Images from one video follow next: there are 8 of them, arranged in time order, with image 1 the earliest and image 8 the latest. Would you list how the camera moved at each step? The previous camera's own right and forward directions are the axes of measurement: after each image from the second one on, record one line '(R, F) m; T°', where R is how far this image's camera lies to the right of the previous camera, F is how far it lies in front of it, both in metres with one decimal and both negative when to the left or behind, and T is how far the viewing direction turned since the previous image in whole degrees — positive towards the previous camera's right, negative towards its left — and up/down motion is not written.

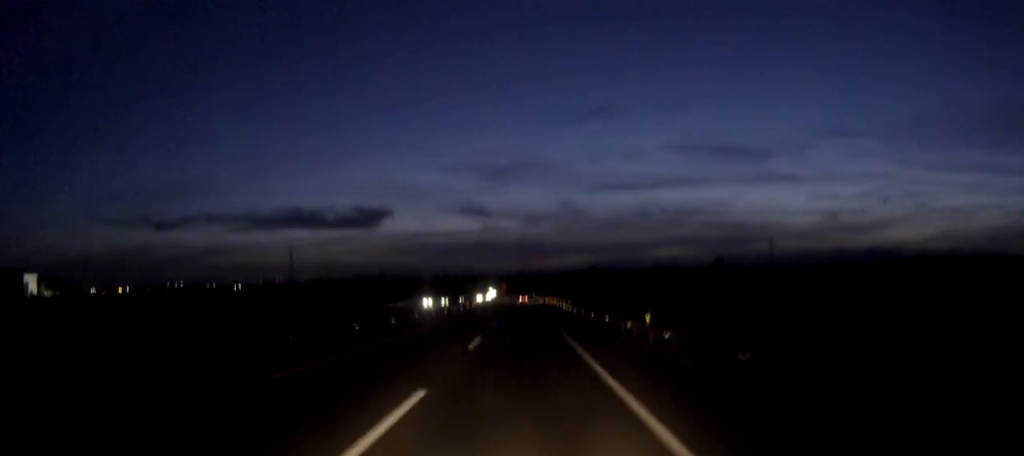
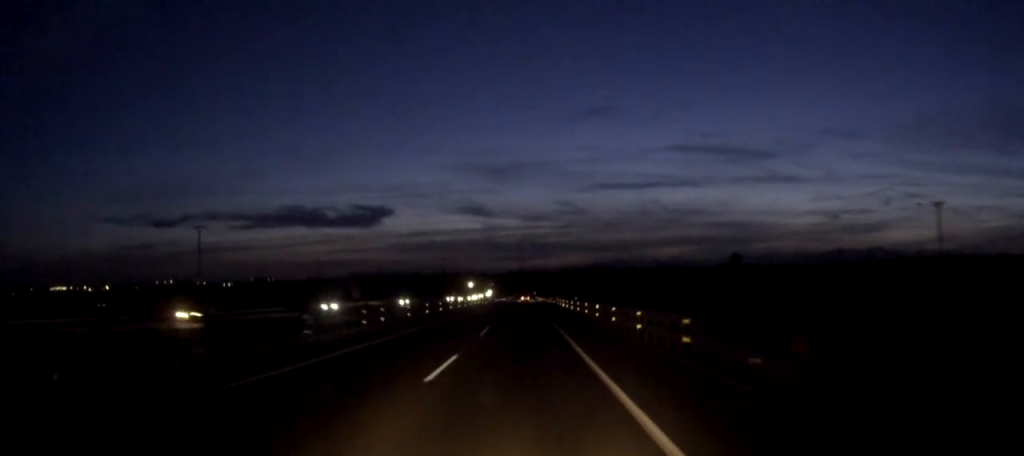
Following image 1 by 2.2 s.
(-0.1, +62.0) m; 0°
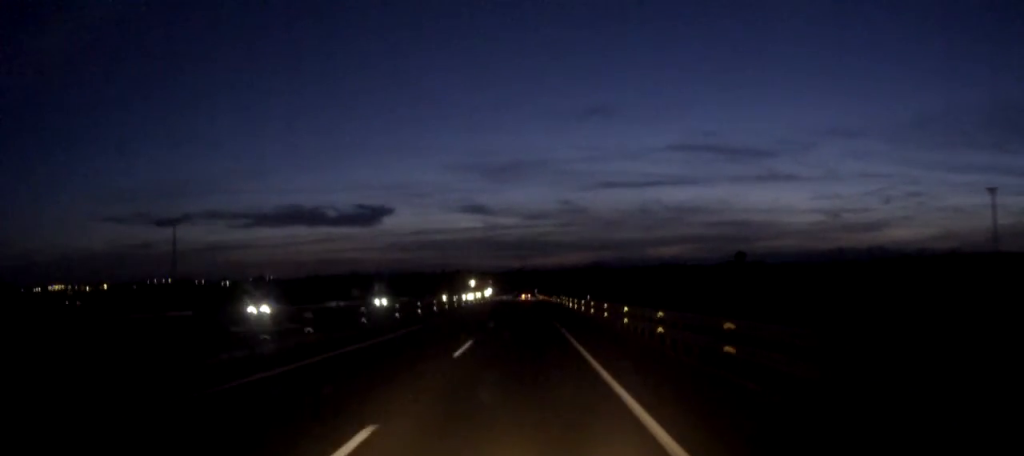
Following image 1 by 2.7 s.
(0.0, +12.0) m; 0°
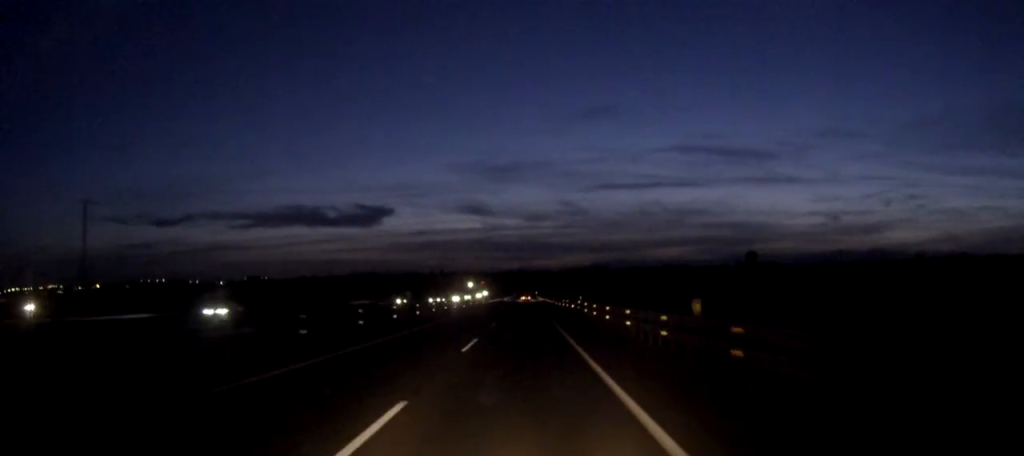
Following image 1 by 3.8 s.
(0.0, +32.5) m; 0°
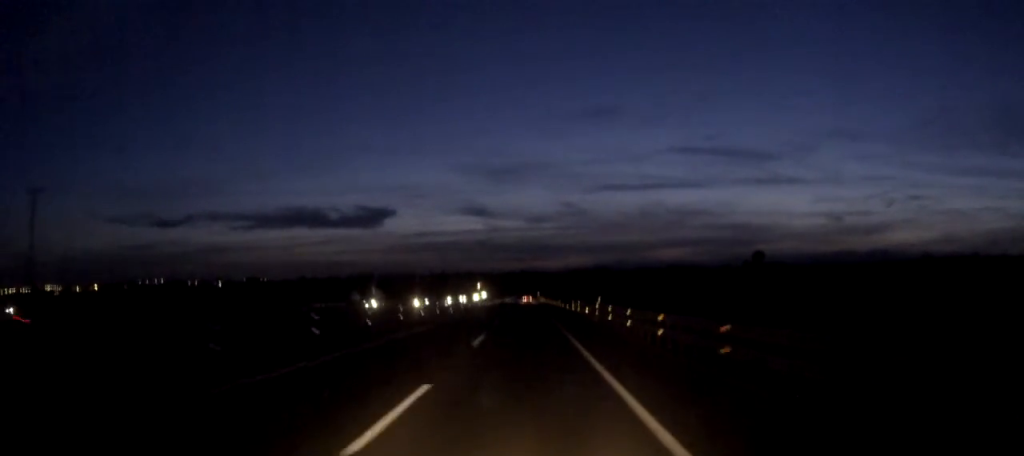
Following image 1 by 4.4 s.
(0.0, +14.8) m; 0°
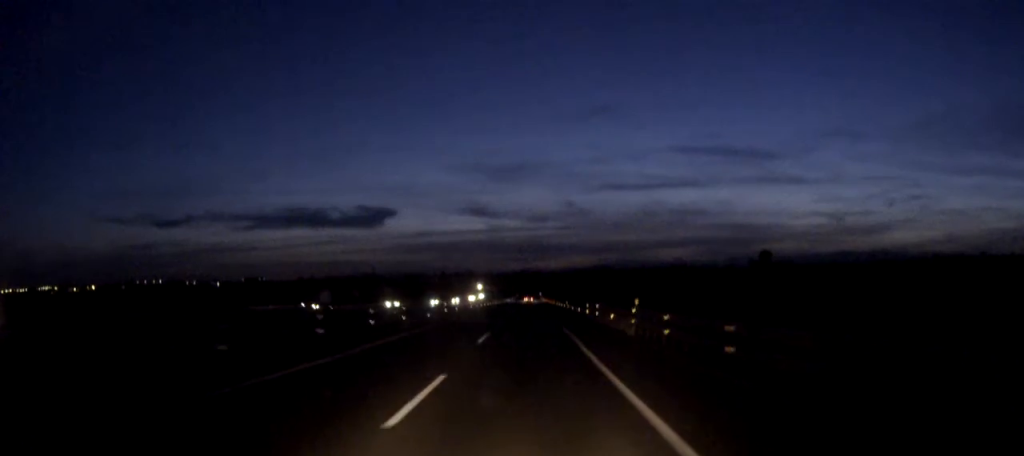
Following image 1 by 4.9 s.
(0.0, +15.8) m; 0°
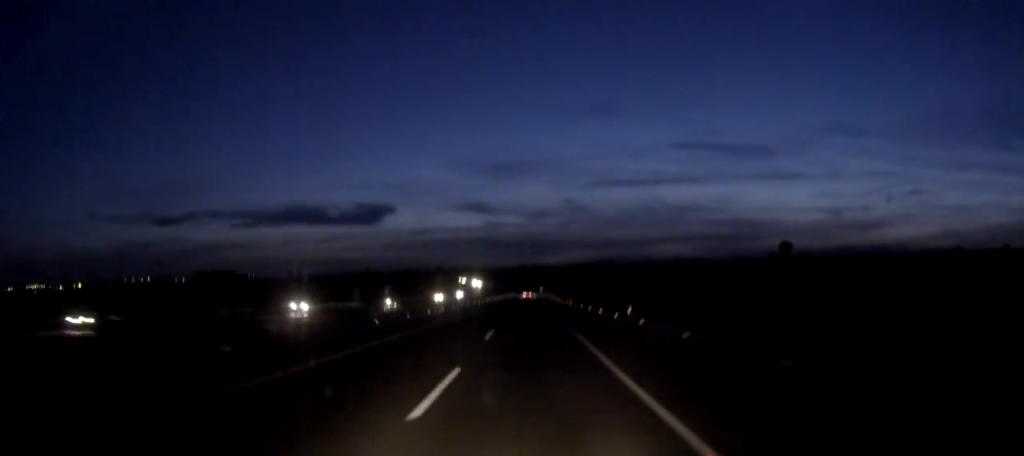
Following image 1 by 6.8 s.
(0.0, +51.6) m; 0°
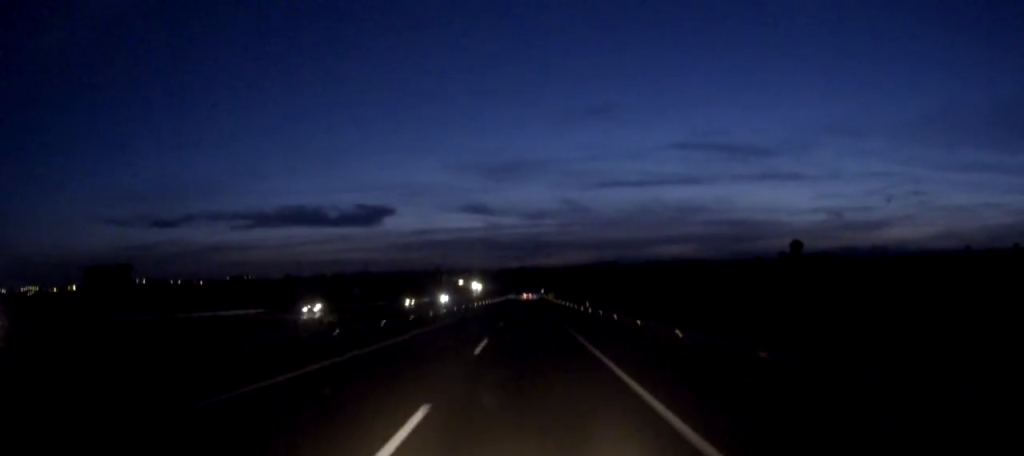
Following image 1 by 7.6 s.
(0.0, +23.0) m; 0°
